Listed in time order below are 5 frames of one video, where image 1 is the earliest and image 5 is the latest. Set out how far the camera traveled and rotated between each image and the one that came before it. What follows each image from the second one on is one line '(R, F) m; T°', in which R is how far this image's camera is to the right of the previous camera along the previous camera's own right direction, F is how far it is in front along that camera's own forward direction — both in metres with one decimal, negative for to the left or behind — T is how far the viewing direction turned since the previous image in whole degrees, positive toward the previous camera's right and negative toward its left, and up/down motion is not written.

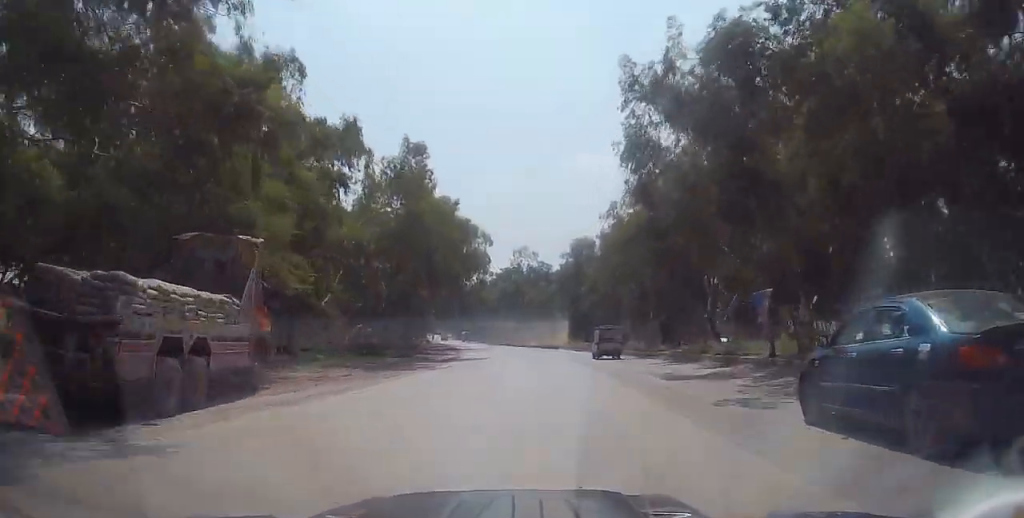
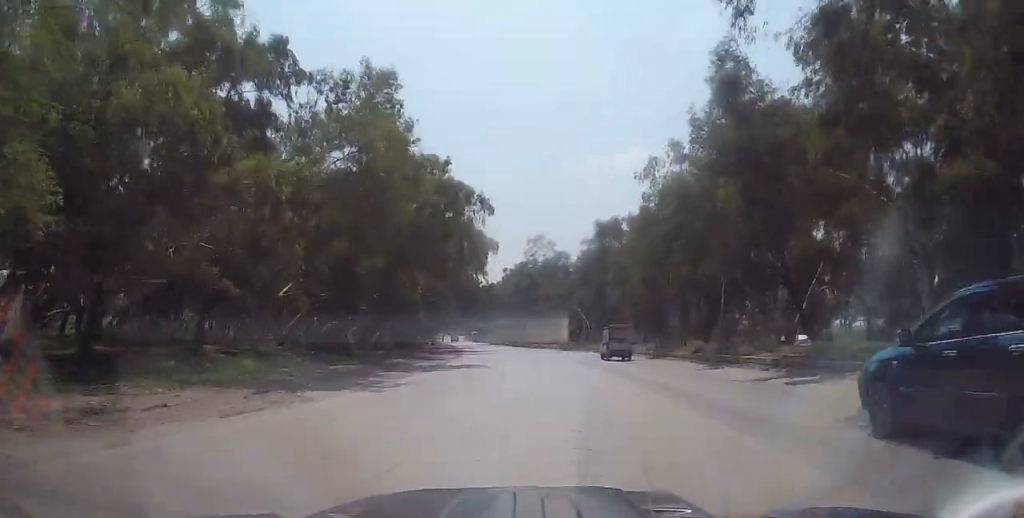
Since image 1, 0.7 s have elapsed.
(-3.6, +13.0) m; -7°
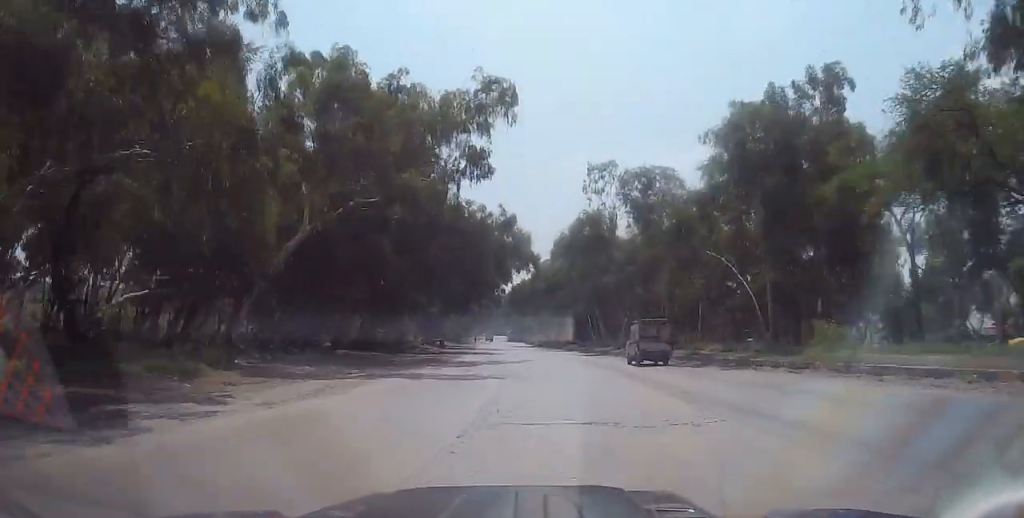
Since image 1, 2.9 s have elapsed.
(-0.2, +45.5) m; -1°
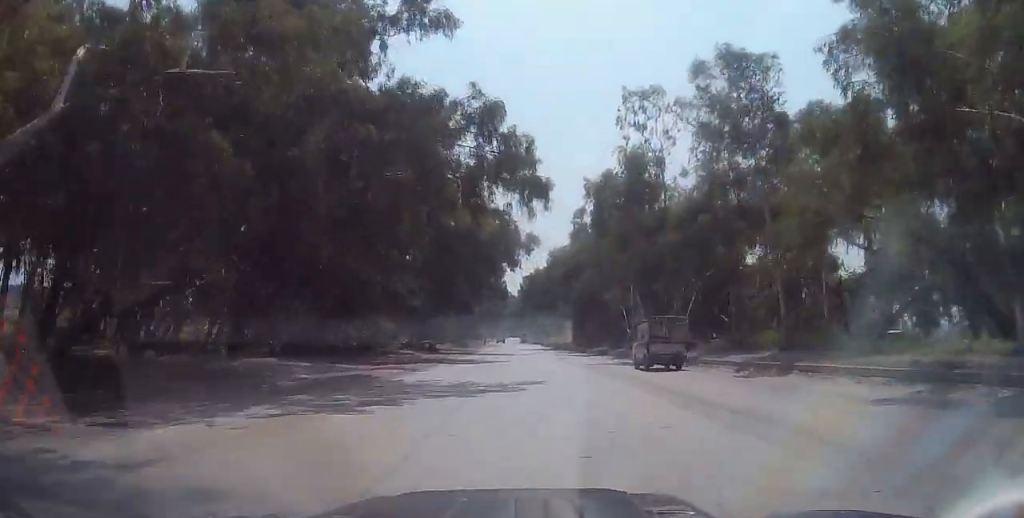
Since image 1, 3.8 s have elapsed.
(-0.6, +18.8) m; -2°
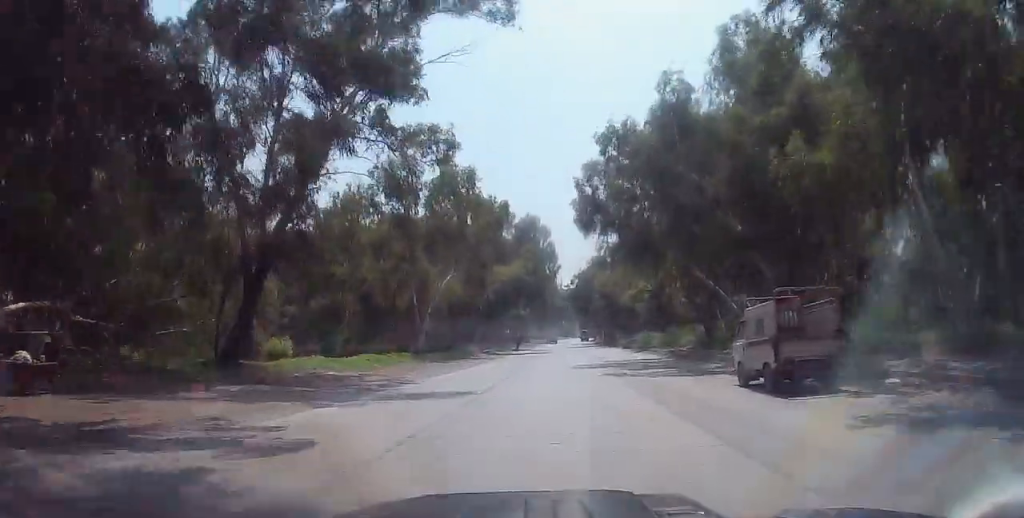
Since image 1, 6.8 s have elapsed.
(-1.0, +59.6) m; -3°
